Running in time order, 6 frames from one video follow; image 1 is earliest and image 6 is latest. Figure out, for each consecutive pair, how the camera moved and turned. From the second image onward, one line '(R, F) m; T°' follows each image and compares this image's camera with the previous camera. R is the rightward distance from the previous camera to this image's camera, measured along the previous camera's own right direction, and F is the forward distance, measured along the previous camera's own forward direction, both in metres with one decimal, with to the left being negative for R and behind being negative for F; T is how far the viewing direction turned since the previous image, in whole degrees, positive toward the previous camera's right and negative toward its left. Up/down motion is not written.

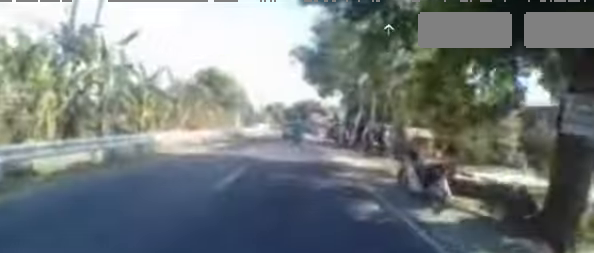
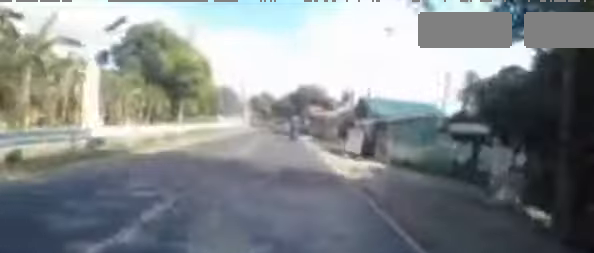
(0.0, +22.5) m; 0°
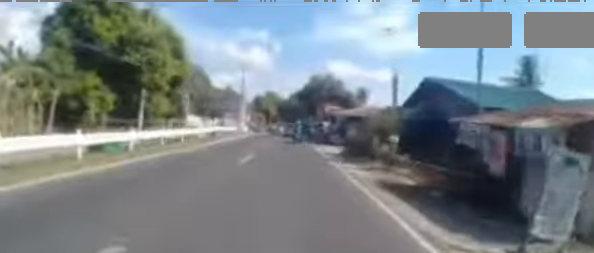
(0.0, +11.1) m; 0°
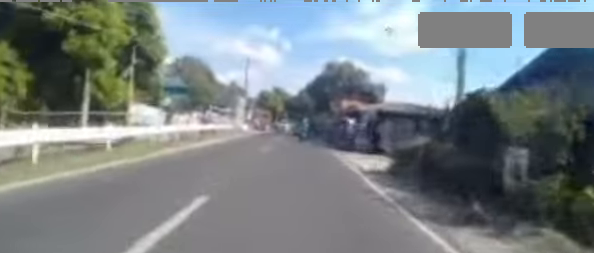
(0.0, +7.3) m; +1°
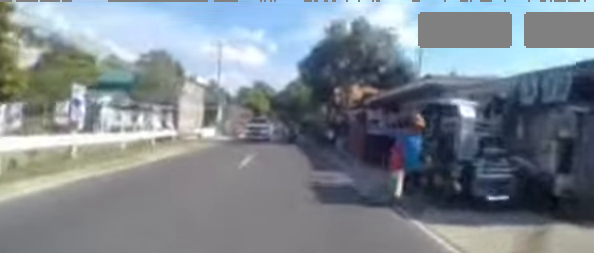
(+0.4, +11.9) m; 0°
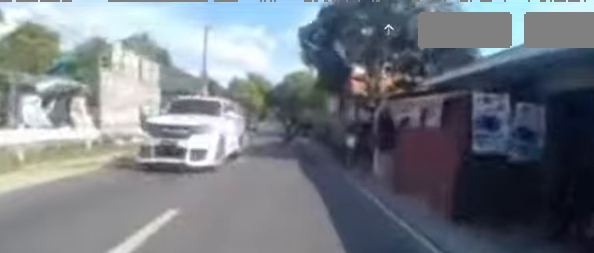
(0.0, +6.7) m; -2°
